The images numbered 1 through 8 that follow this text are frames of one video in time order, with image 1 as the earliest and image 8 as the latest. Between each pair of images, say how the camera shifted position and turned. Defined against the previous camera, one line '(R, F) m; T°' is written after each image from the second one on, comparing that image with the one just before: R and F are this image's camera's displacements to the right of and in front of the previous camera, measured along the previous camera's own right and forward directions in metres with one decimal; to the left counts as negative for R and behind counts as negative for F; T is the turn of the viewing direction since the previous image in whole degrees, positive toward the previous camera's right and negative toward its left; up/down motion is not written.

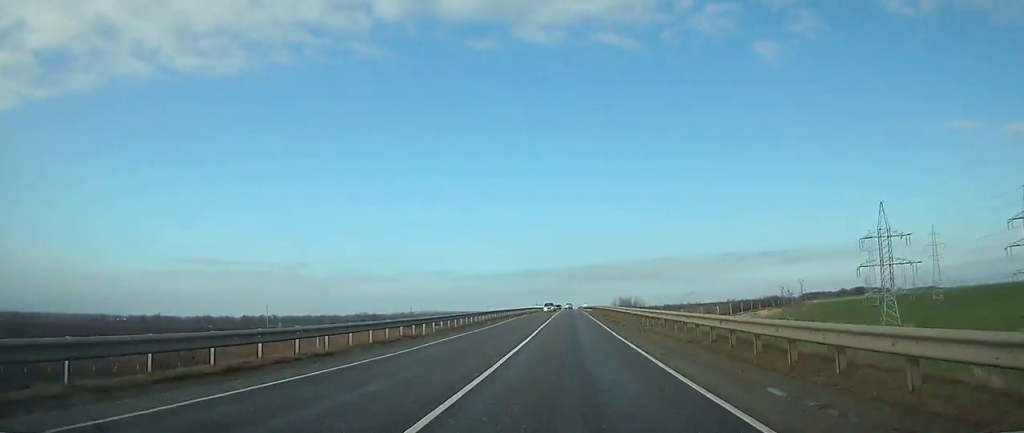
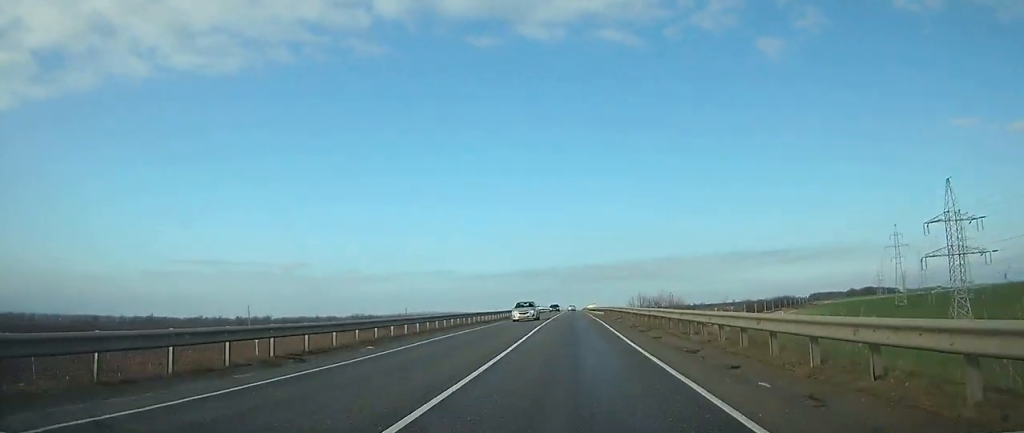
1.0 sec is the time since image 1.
(0.0, +26.8) m; 0°
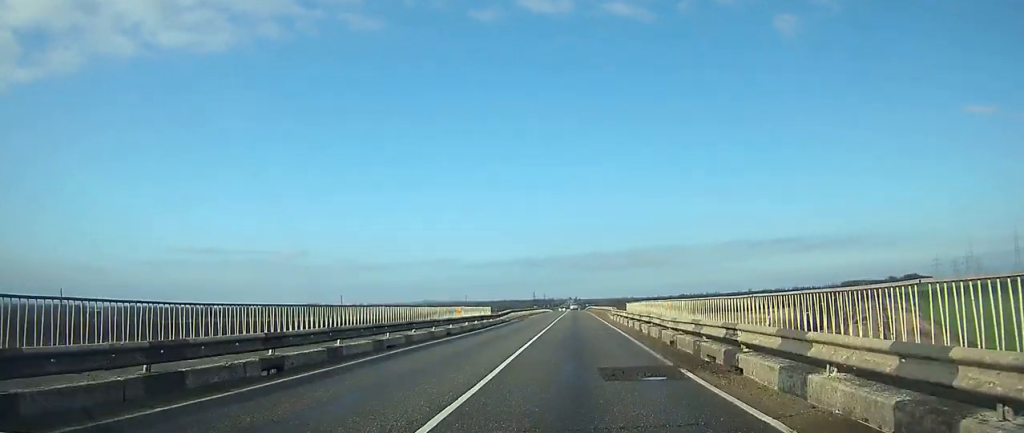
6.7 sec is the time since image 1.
(-0.1, +149.3) m; 0°
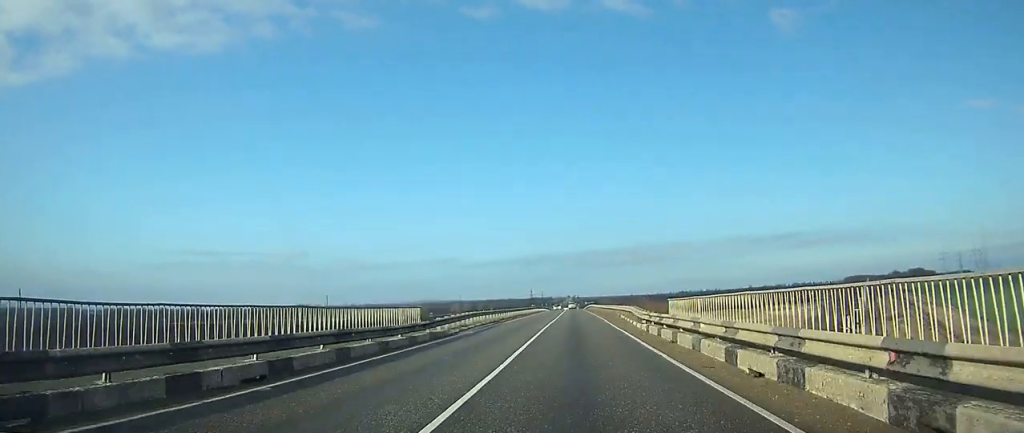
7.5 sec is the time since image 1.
(0.0, +20.7) m; 0°
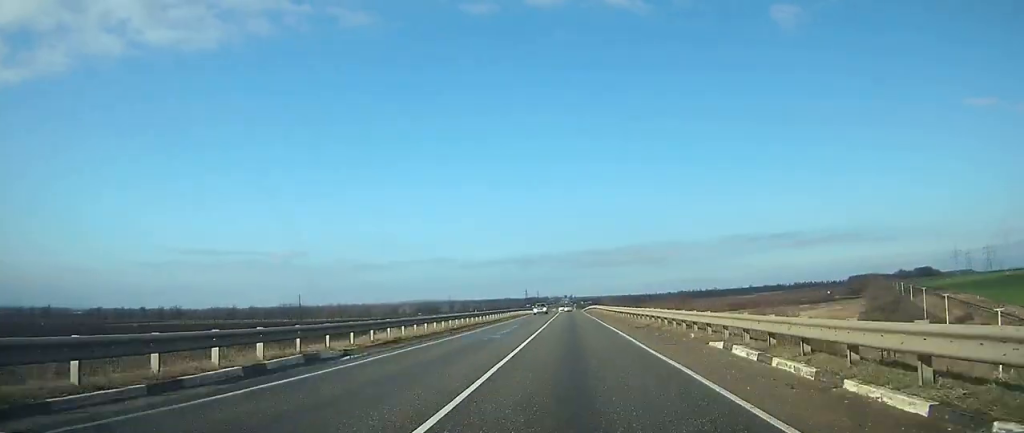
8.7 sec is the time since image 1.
(0.0, +32.5) m; 0°
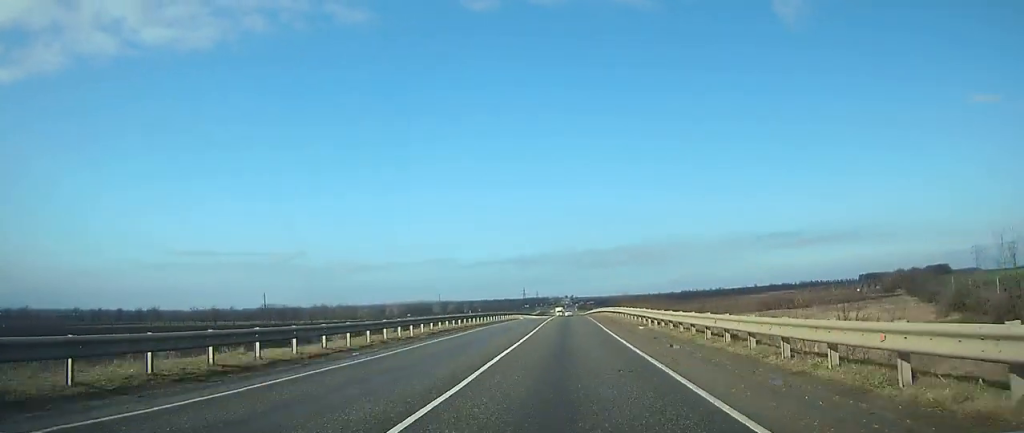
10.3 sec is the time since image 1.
(-0.1, +39.0) m; 0°
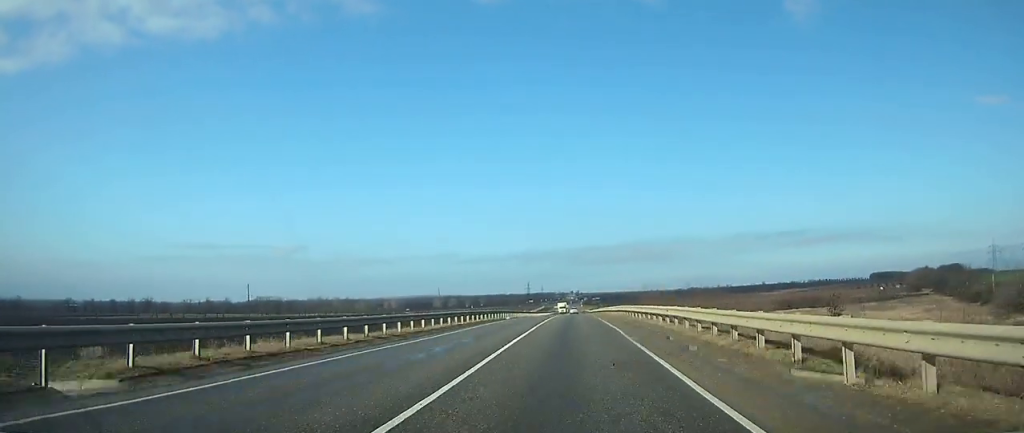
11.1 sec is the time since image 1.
(0.0, +20.3) m; 0°
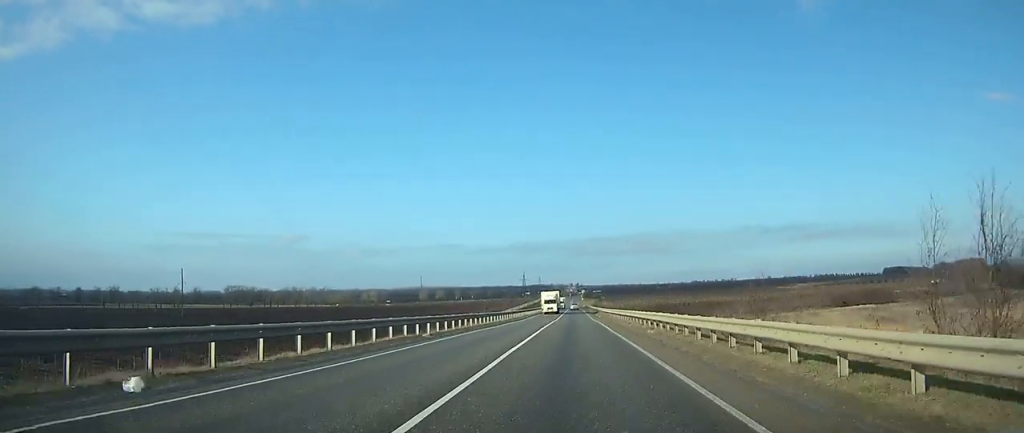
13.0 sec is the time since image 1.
(+0.1, +48.4) m; 0°
